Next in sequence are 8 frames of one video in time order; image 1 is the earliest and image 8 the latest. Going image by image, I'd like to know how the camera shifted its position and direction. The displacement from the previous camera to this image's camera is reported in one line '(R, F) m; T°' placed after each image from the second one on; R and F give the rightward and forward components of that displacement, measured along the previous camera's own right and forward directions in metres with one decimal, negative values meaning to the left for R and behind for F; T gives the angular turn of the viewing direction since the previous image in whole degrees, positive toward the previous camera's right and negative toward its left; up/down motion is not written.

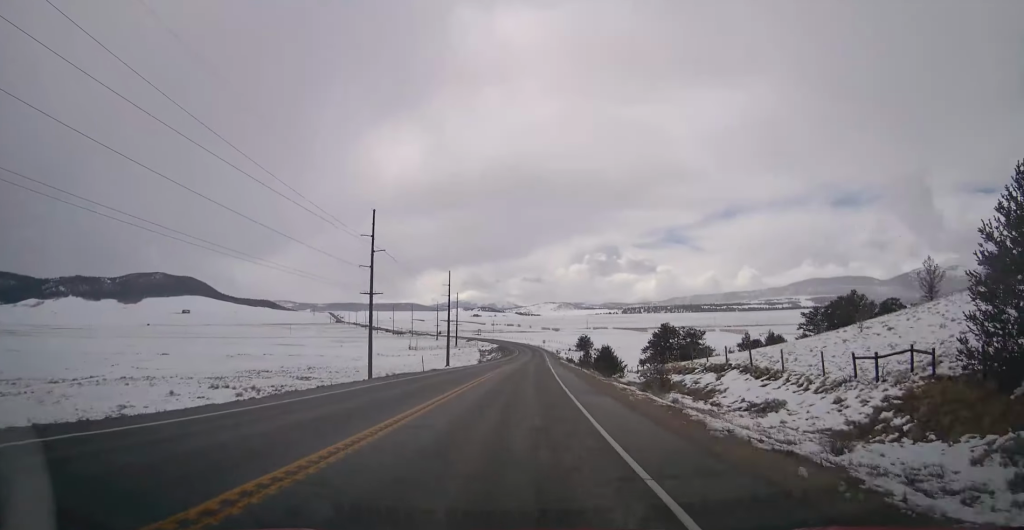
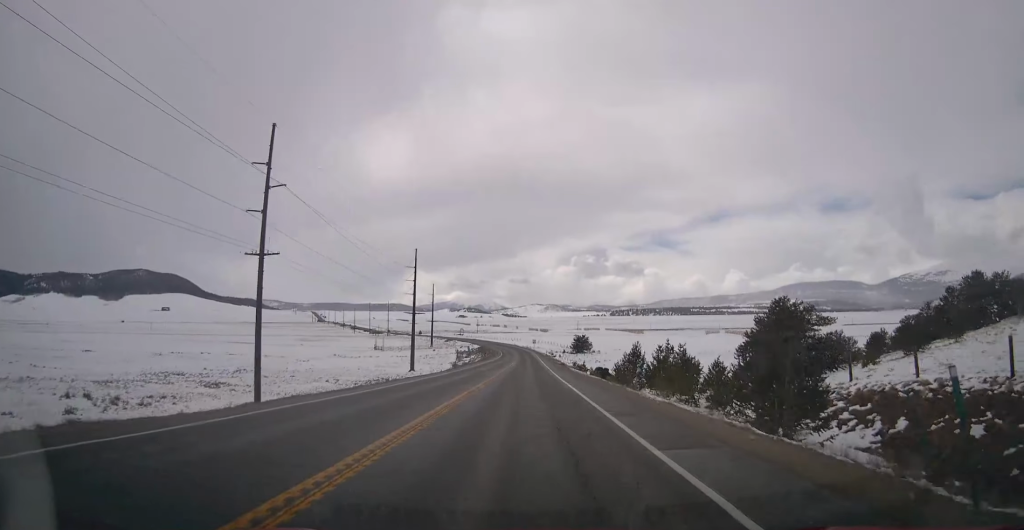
(+0.6, +36.8) m; +2°
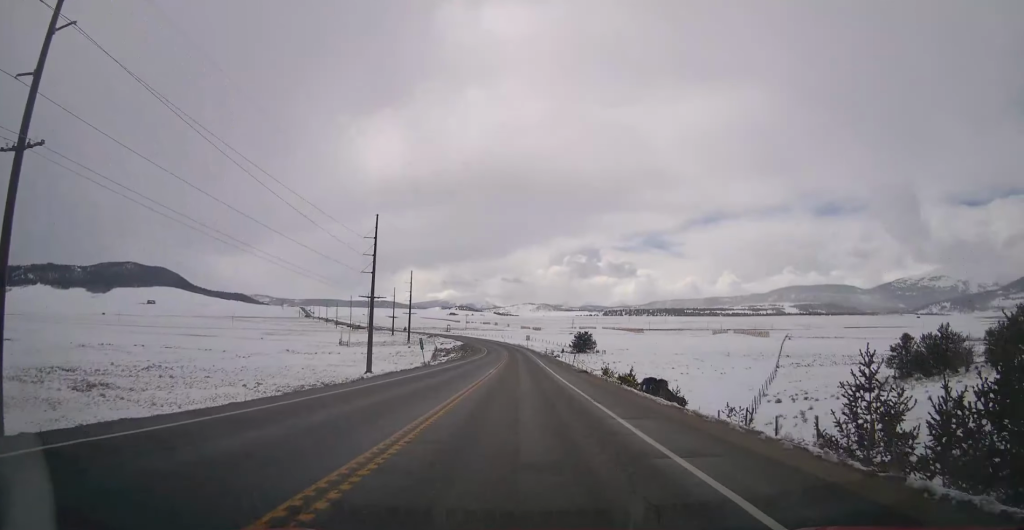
(+0.3, +29.9) m; 0°
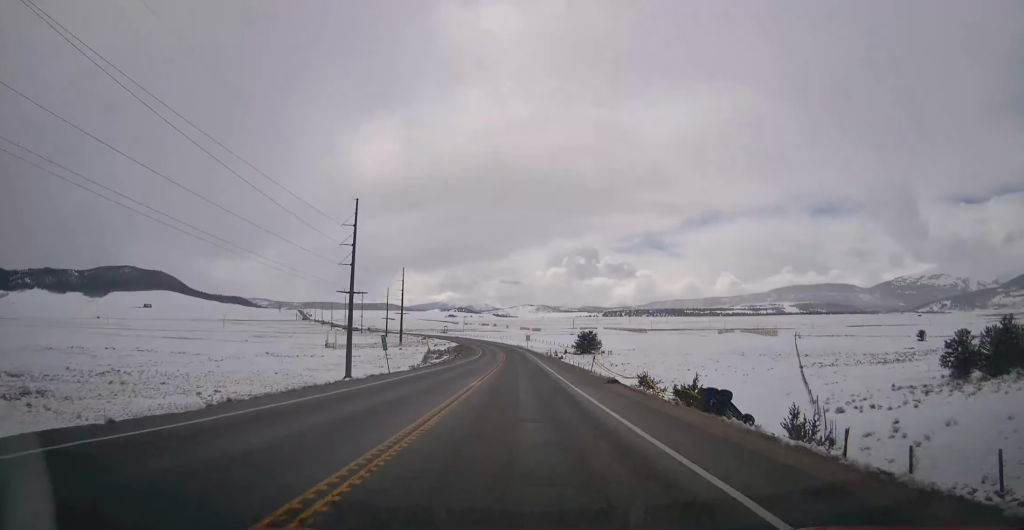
(0.0, +12.9) m; 0°
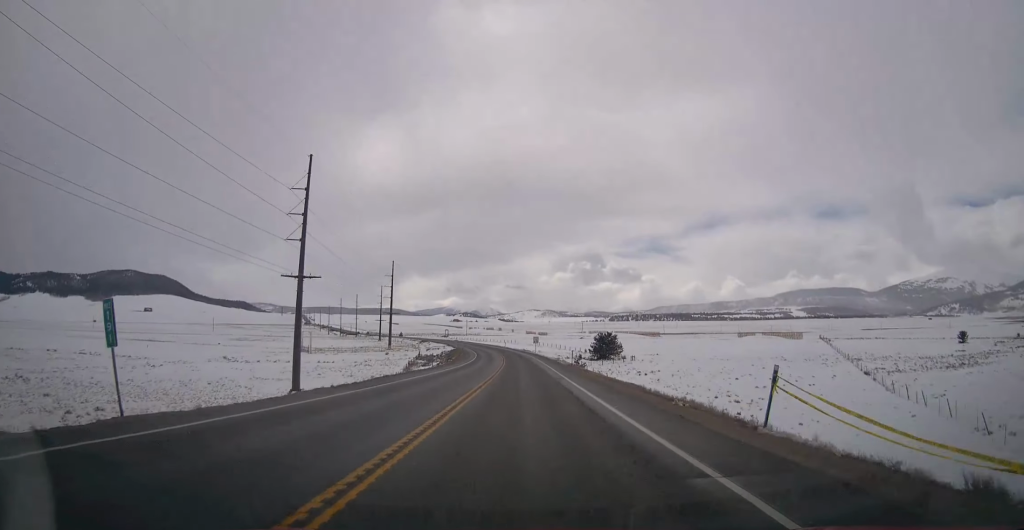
(0.0, +22.5) m; 0°
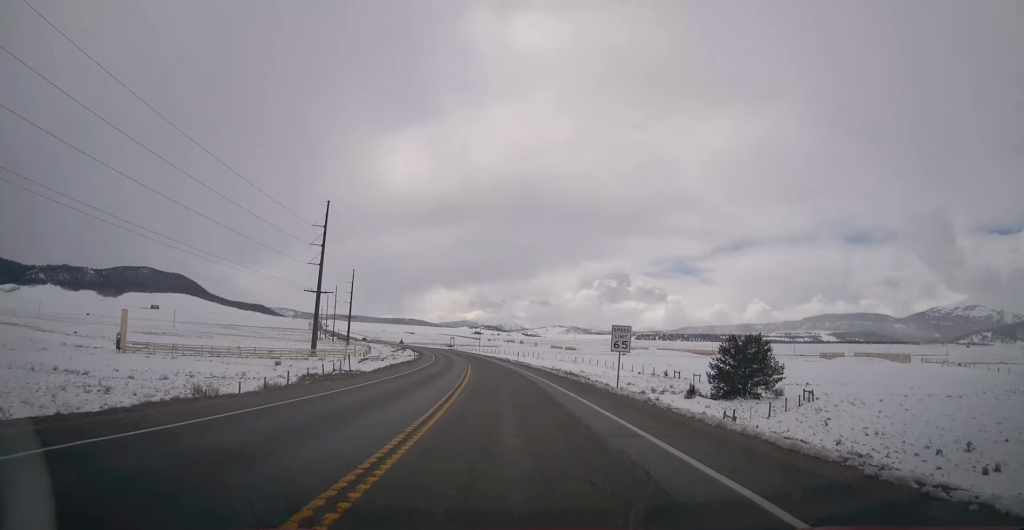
(-0.7, +74.8) m; -2°
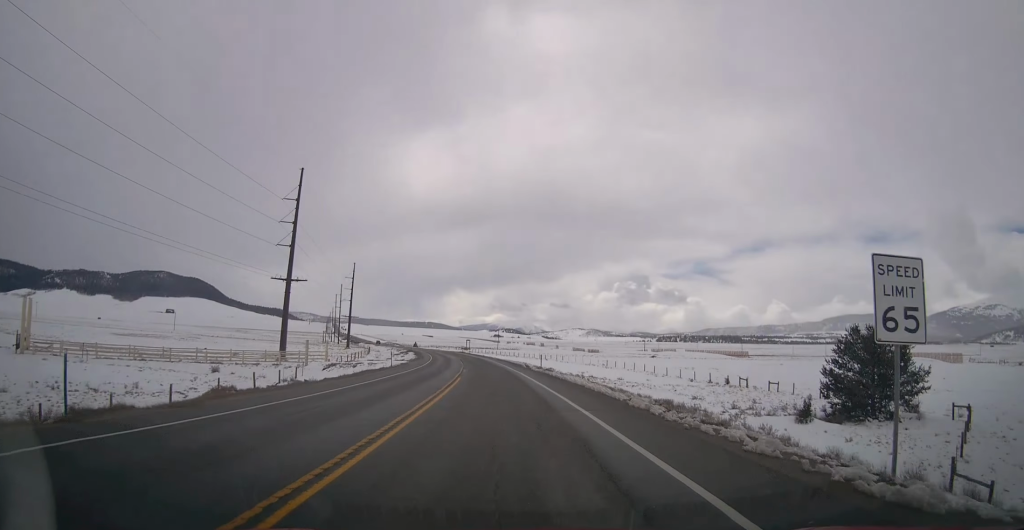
(-0.1, +19.1) m; -1°
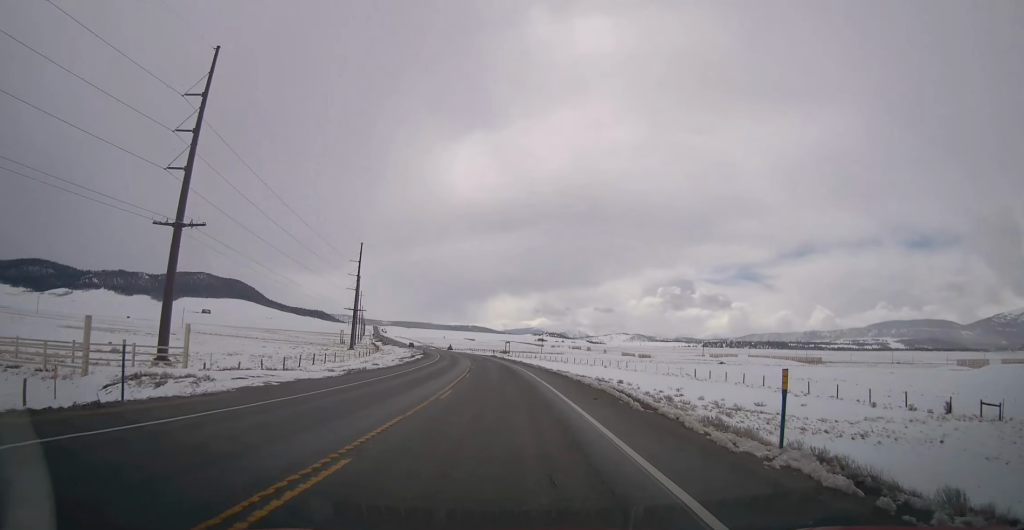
(-0.7, +34.4) m; -3°
